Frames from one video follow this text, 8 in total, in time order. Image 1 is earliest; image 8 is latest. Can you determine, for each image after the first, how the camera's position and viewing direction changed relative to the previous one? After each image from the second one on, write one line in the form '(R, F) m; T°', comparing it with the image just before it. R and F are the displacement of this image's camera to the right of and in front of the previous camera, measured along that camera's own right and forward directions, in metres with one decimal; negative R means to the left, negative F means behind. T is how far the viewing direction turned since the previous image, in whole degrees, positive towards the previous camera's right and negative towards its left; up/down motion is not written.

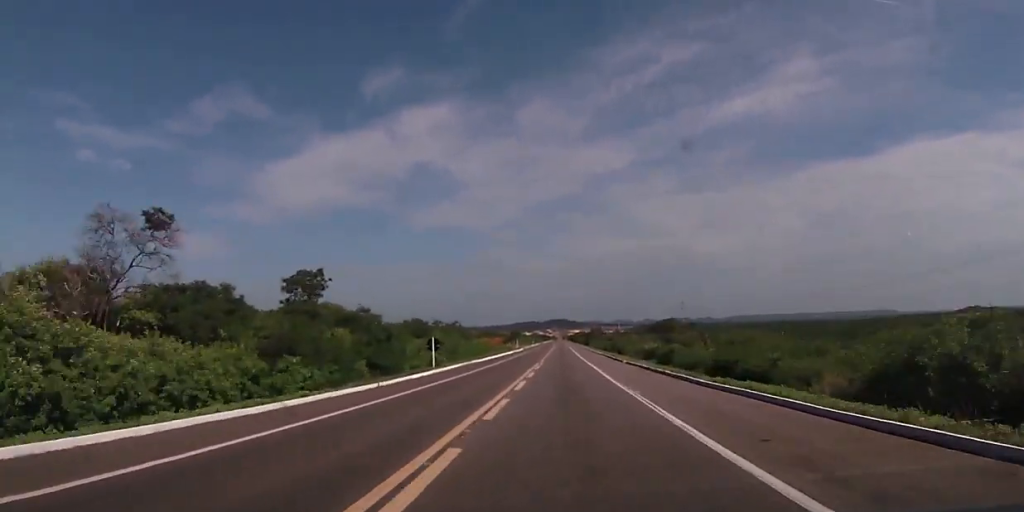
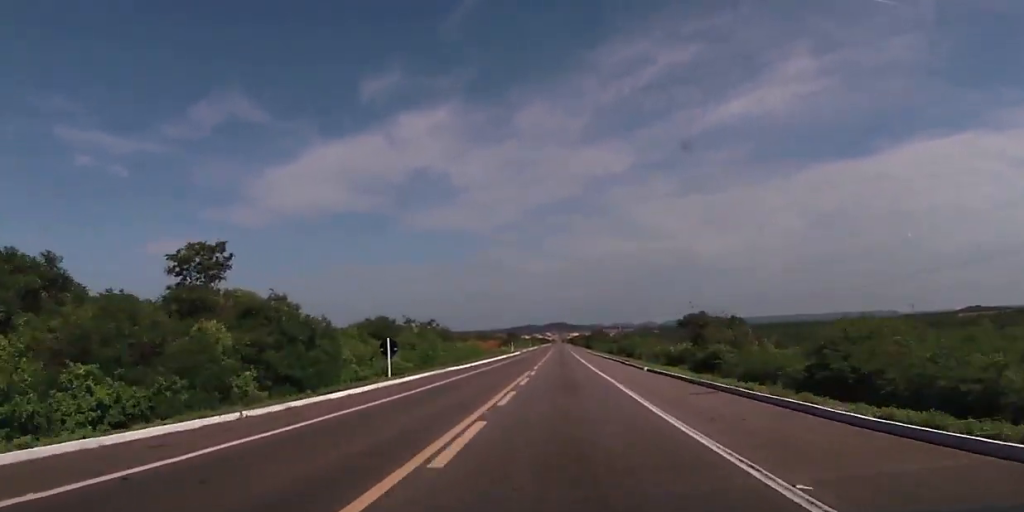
(-0.2, +12.8) m; 0°
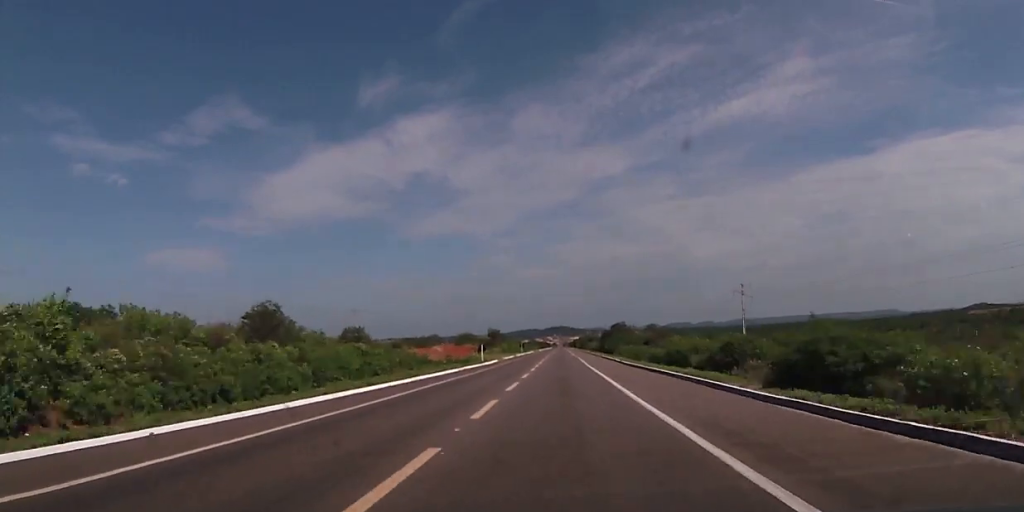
(+0.5, +51.3) m; 0°
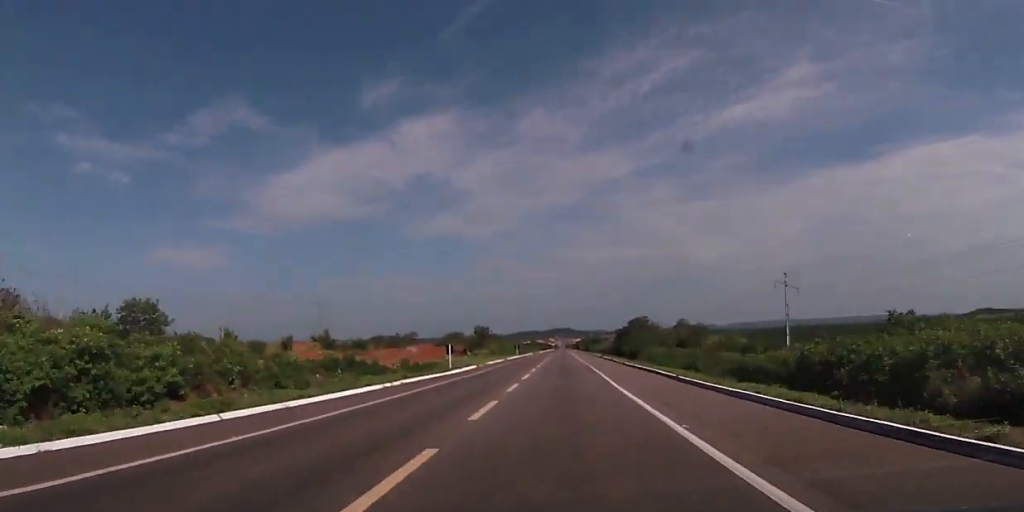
(-0.2, +24.3) m; 0°
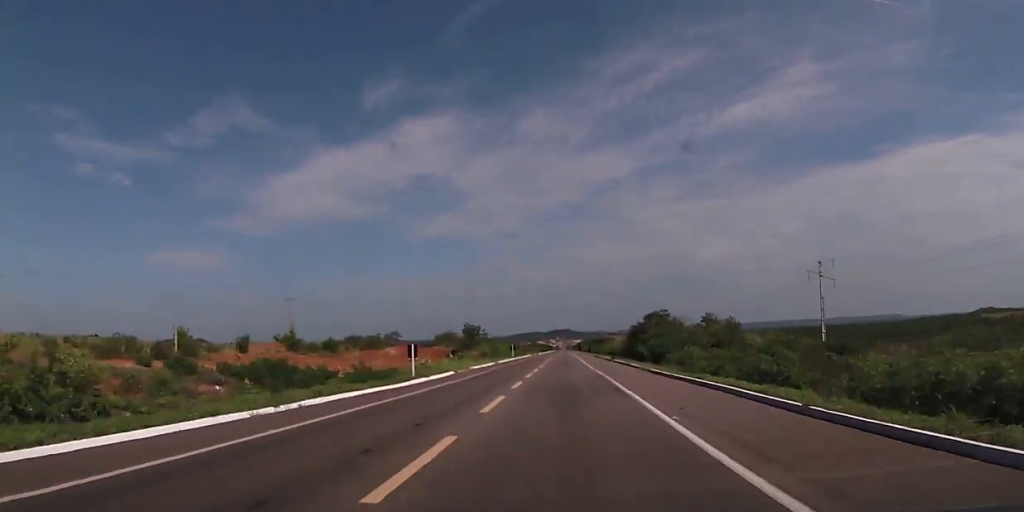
(-0.1, +14.5) m; +1°
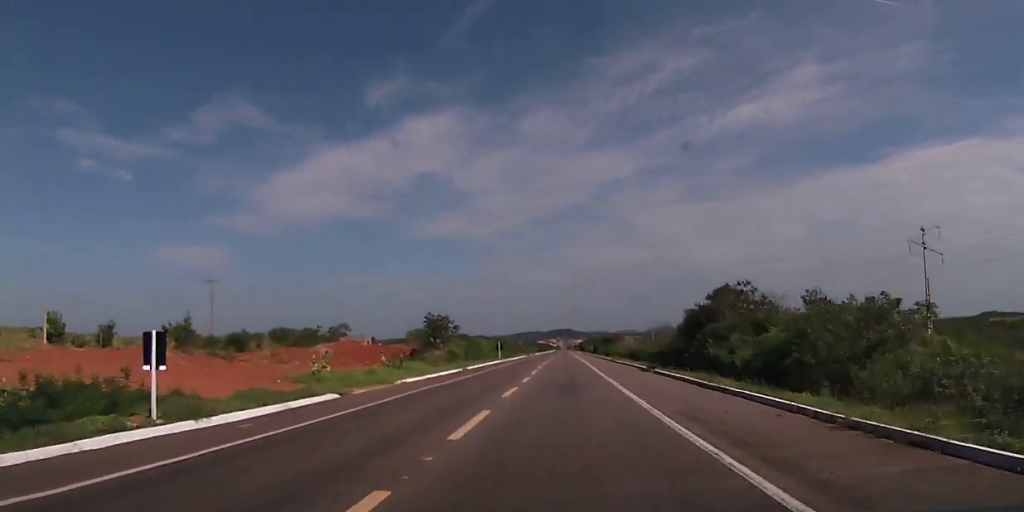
(+0.4, +28.0) m; 0°
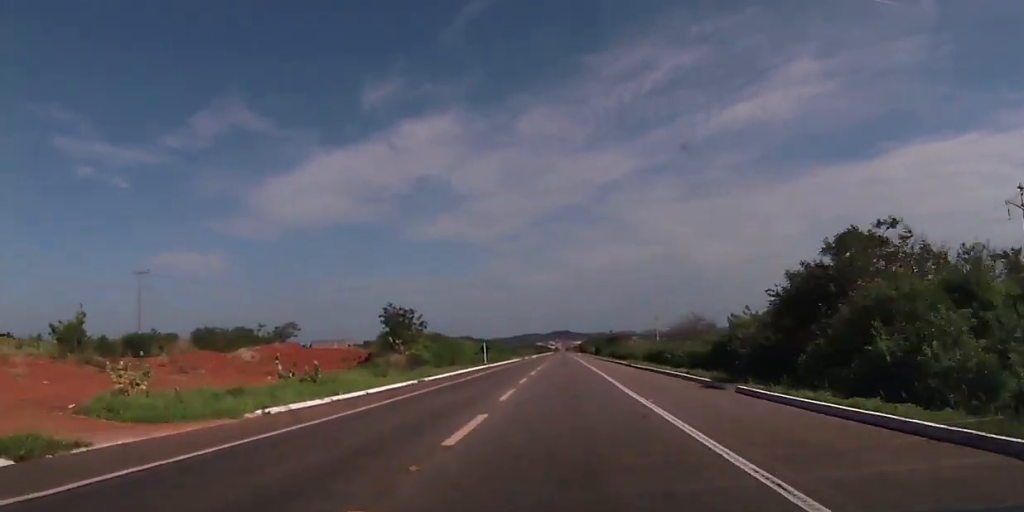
(+0.2, +16.9) m; 0°
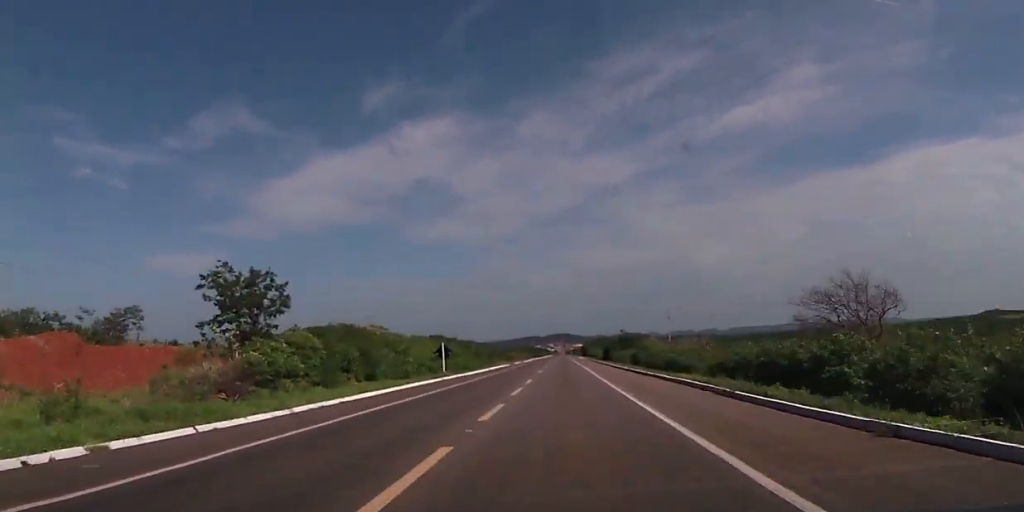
(-0.4, +28.5) m; 0°
